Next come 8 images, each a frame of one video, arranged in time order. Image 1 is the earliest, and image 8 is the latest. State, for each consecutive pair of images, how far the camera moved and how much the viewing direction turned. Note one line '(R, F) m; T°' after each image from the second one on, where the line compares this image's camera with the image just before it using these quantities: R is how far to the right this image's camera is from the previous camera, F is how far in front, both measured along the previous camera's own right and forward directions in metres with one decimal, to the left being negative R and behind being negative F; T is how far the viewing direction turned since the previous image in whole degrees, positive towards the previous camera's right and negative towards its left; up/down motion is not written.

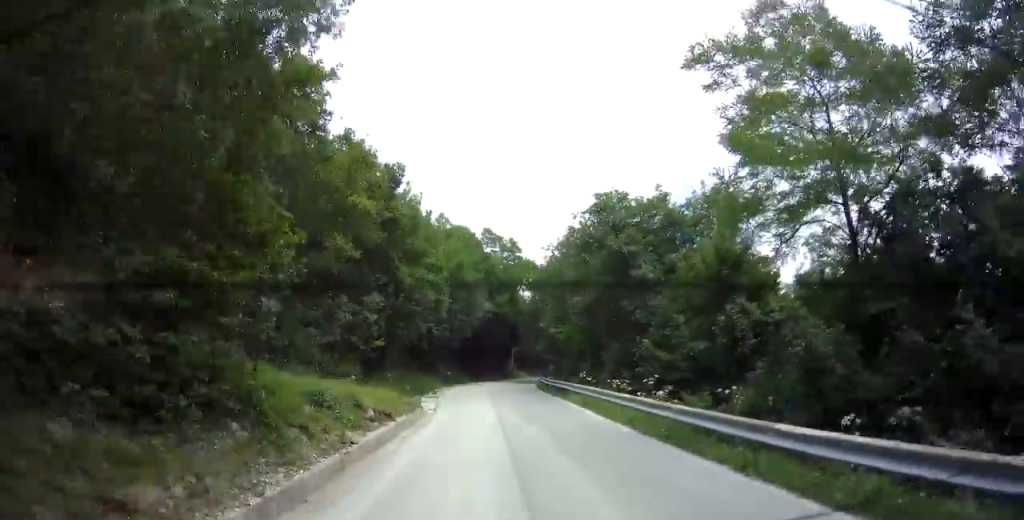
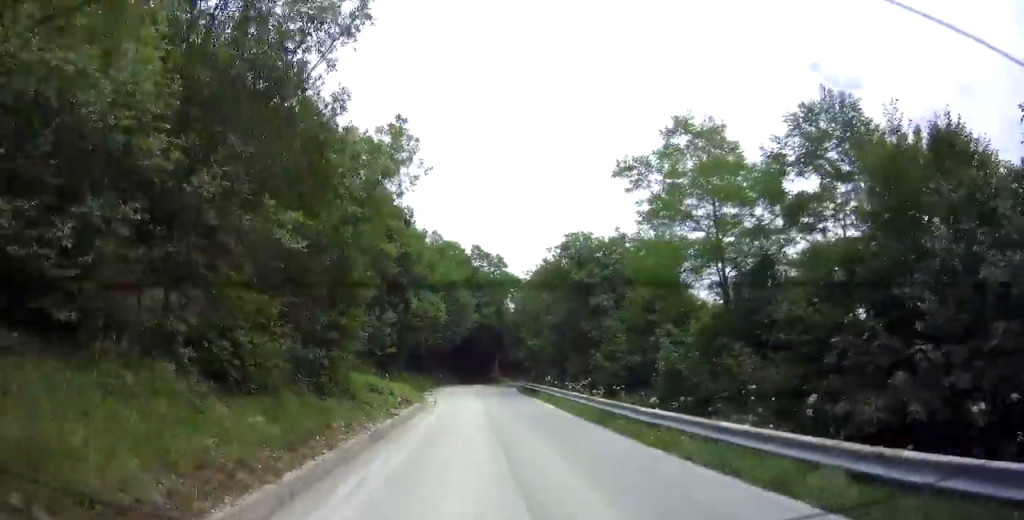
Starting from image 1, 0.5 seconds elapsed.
(+0.2, +5.6) m; +2°
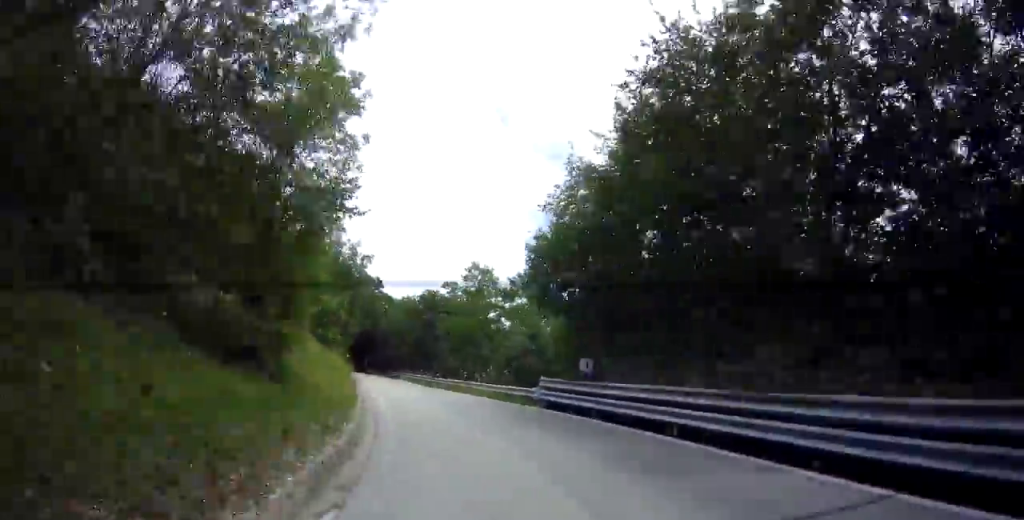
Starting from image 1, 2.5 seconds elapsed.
(+0.6, +22.5) m; +13°
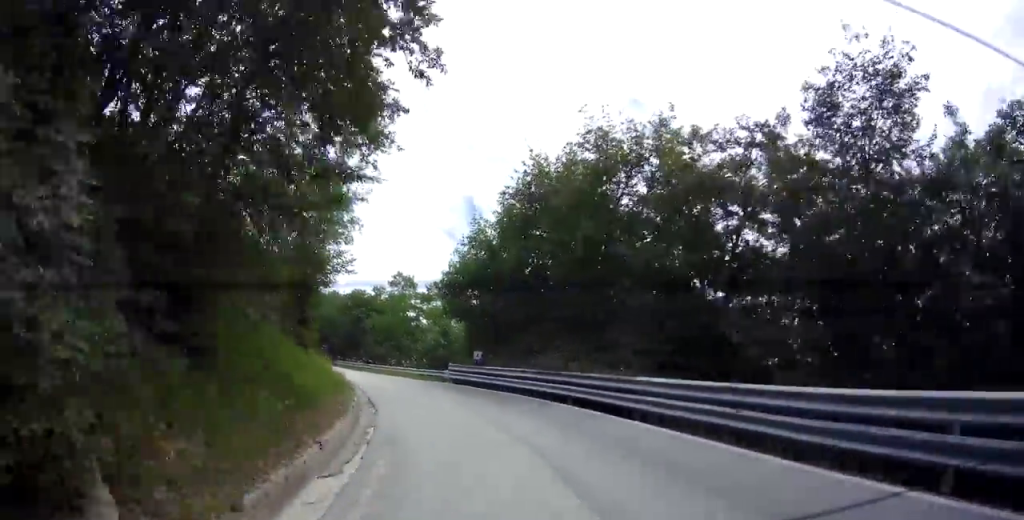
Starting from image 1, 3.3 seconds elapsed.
(+1.6, +8.6) m; +12°
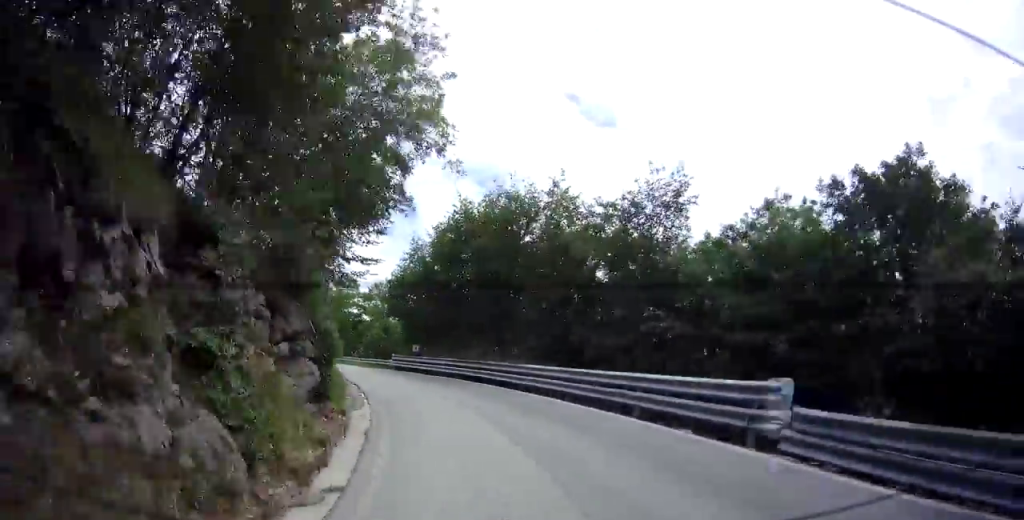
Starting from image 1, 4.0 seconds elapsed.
(+0.5, +7.0) m; +5°
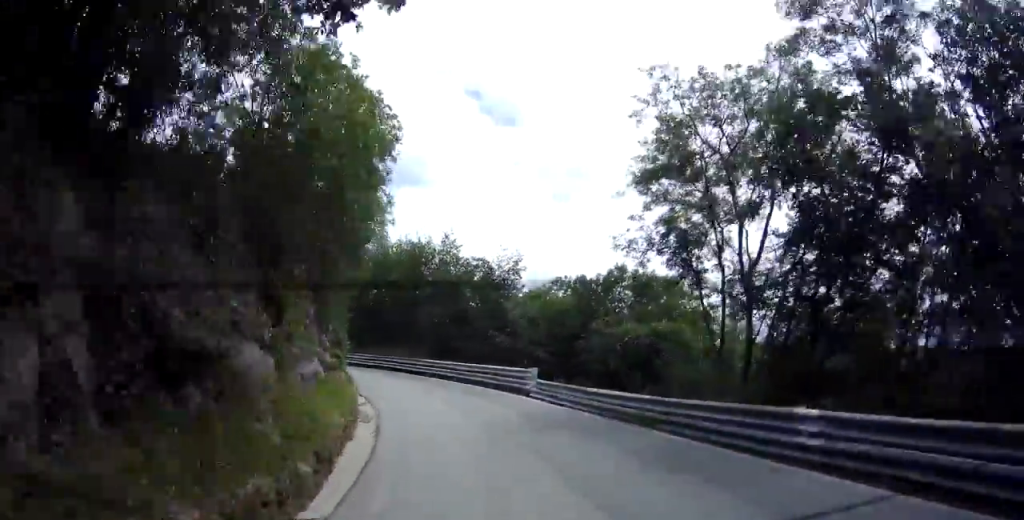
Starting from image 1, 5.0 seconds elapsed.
(+0.2, +10.9) m; +3°
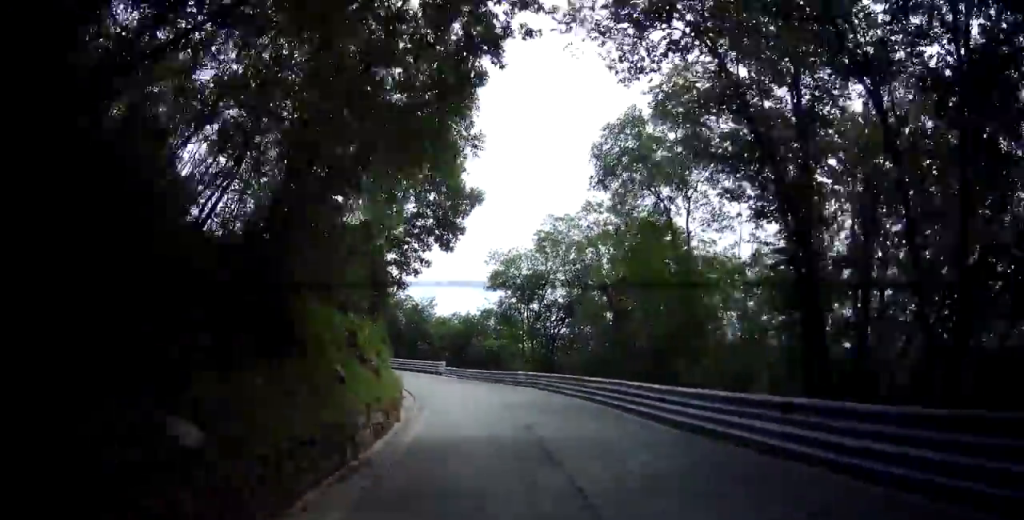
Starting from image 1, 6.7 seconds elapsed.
(+1.3, +17.8) m; +8°
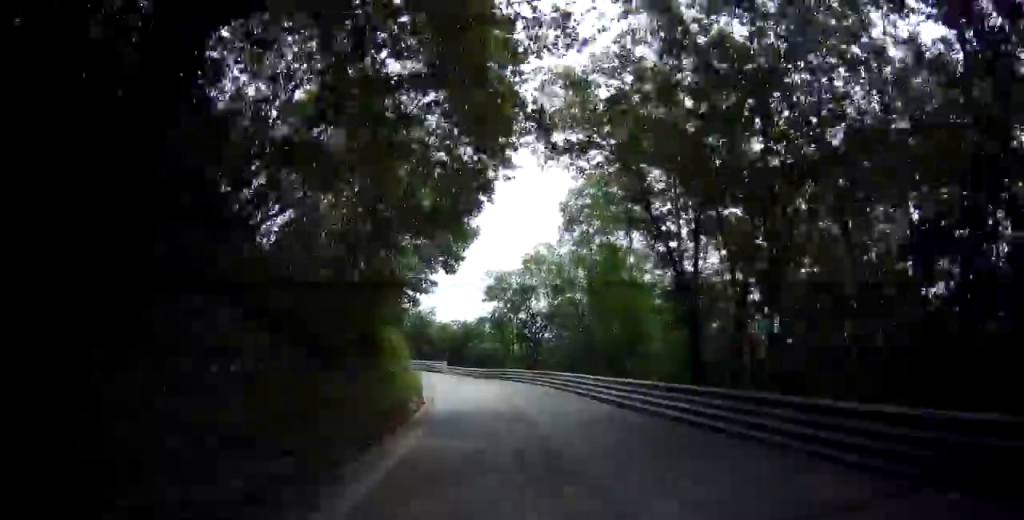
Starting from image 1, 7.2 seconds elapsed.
(0.0, +5.3) m; -3°
